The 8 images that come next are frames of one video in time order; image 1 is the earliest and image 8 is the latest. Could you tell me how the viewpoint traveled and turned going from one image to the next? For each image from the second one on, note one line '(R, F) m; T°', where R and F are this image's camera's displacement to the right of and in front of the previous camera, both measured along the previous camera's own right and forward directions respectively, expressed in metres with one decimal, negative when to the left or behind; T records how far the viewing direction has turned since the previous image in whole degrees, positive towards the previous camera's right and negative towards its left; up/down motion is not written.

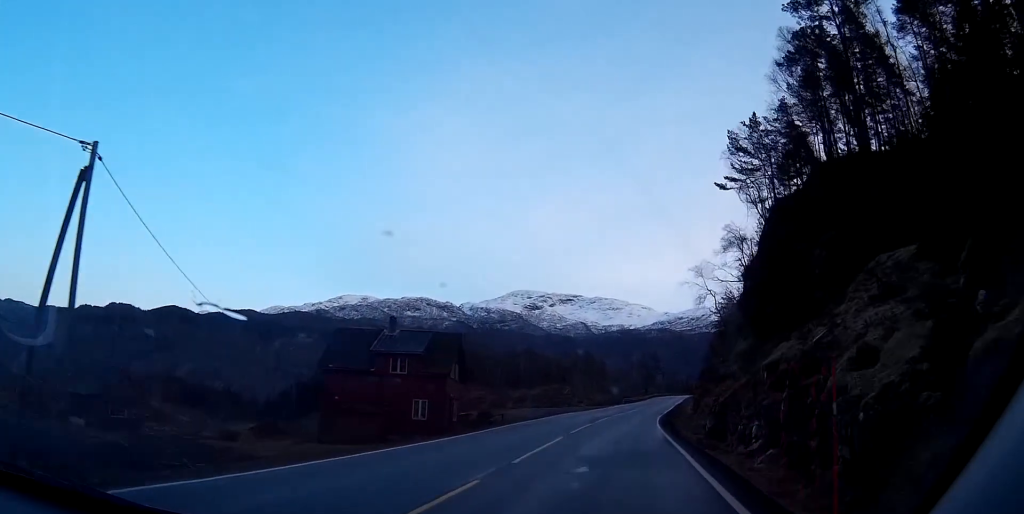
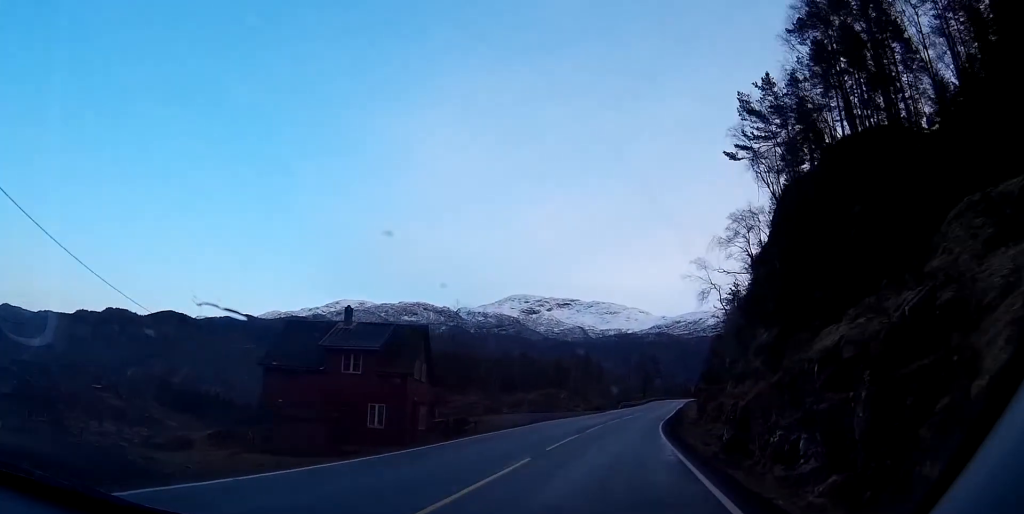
(-0.1, +6.9) m; 0°
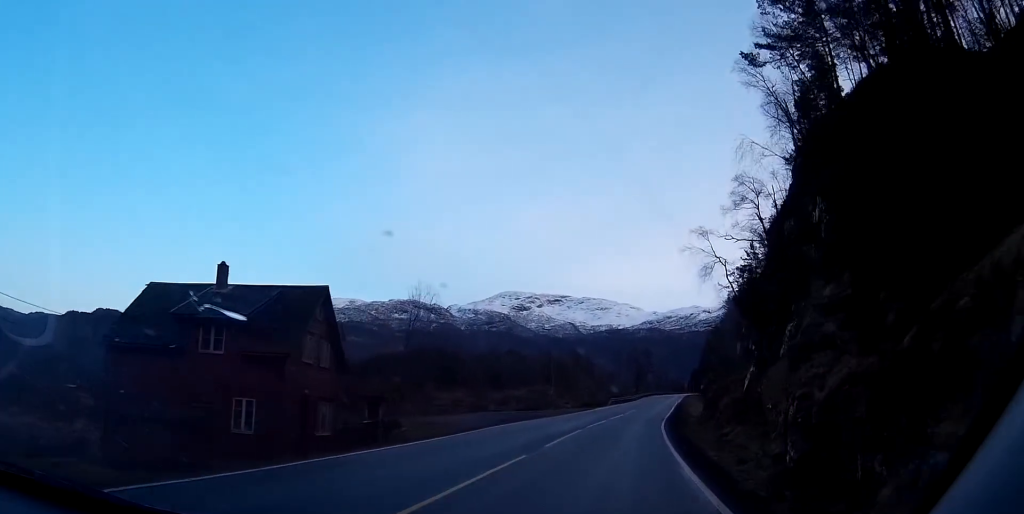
(+0.1, +12.1) m; +1°
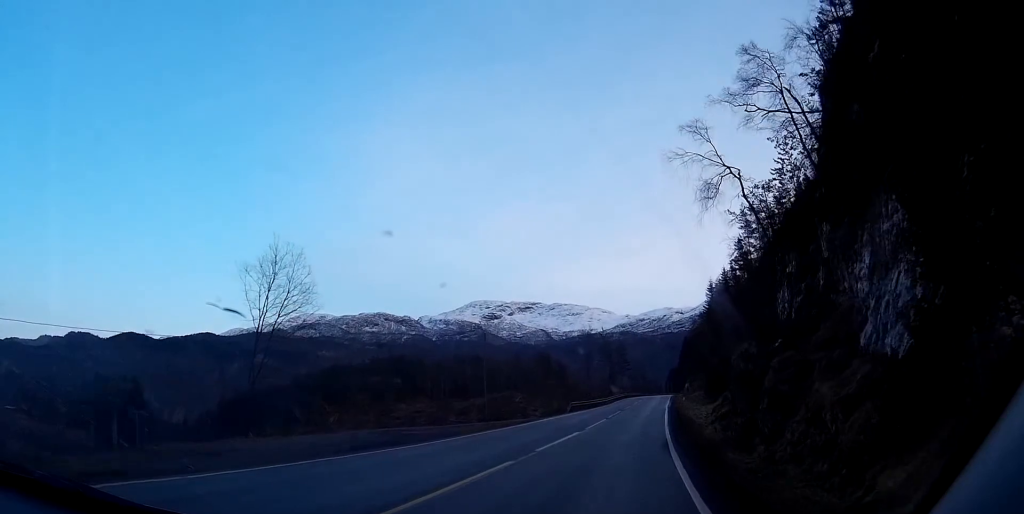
(+0.5, +25.5) m; +2°
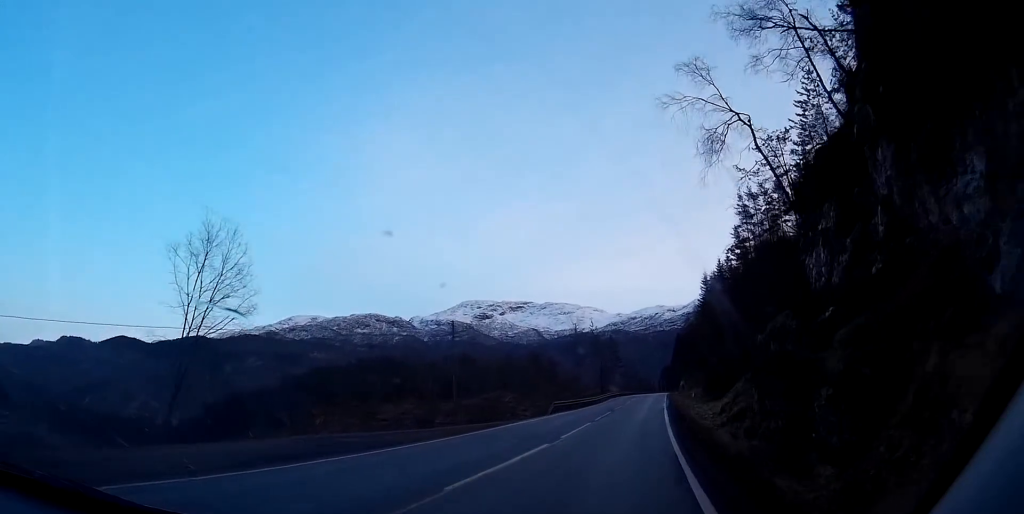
(+0.1, +7.6) m; 0°
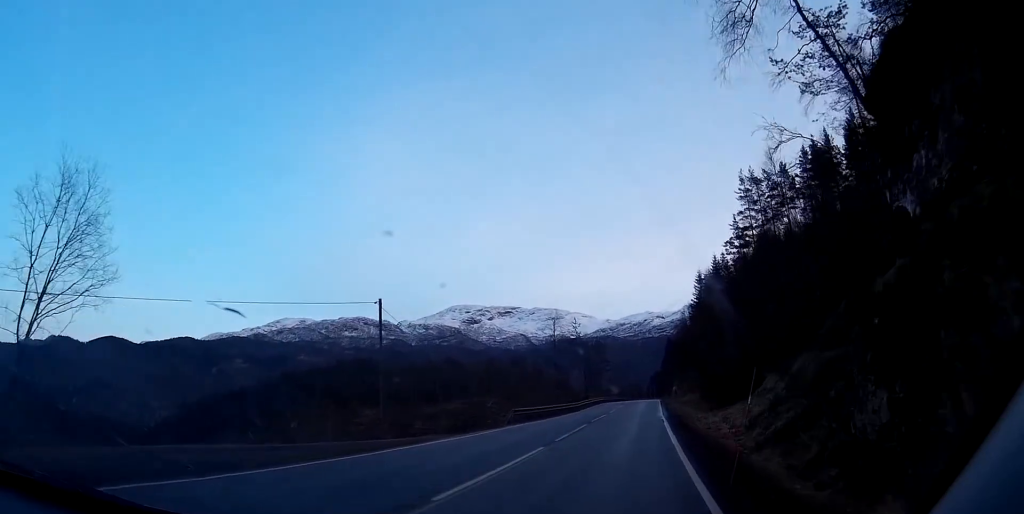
(+0.1, +12.4) m; 0°
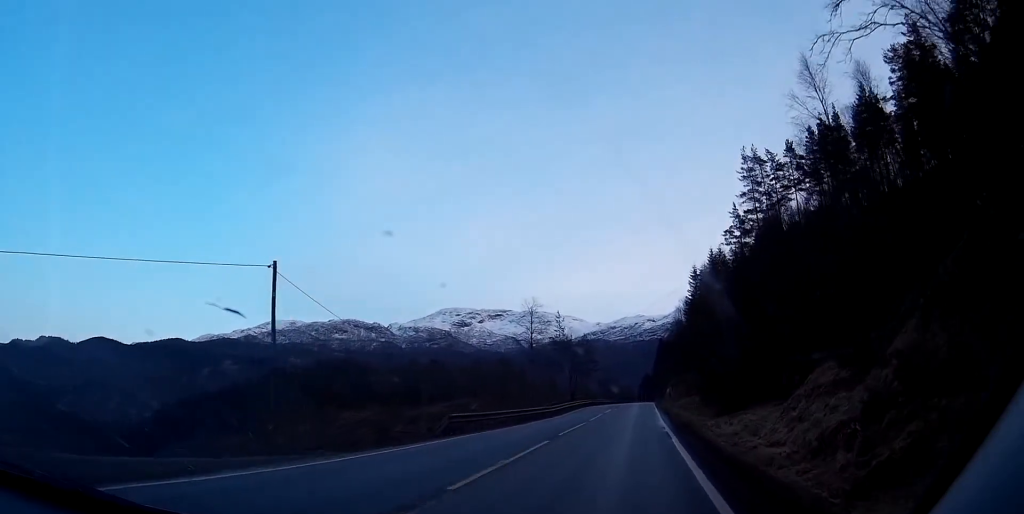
(0.0, +10.8) m; +1°
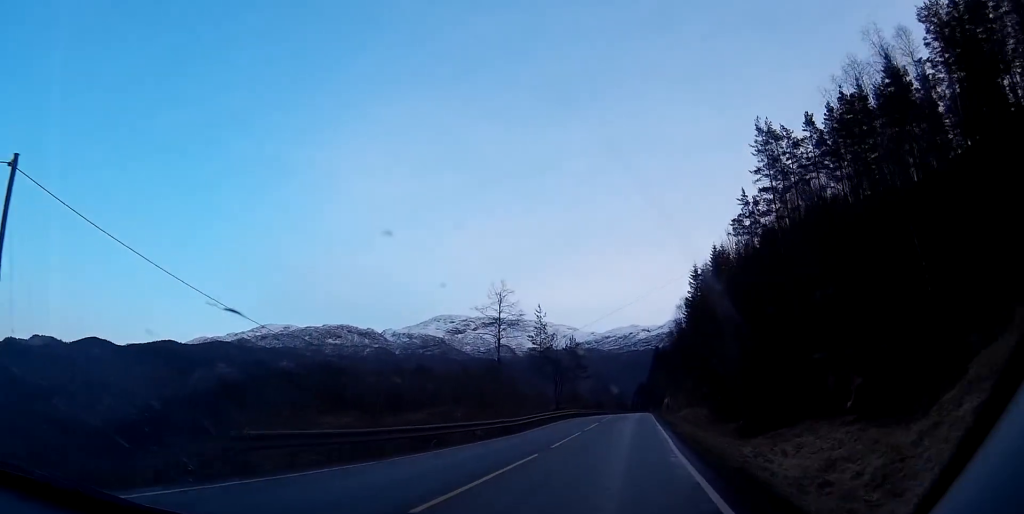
(+0.2, +13.8) m; +1°
